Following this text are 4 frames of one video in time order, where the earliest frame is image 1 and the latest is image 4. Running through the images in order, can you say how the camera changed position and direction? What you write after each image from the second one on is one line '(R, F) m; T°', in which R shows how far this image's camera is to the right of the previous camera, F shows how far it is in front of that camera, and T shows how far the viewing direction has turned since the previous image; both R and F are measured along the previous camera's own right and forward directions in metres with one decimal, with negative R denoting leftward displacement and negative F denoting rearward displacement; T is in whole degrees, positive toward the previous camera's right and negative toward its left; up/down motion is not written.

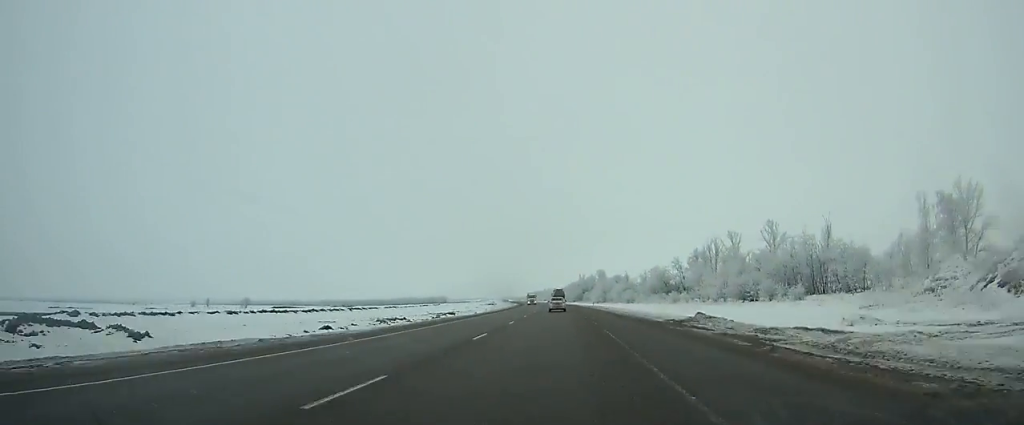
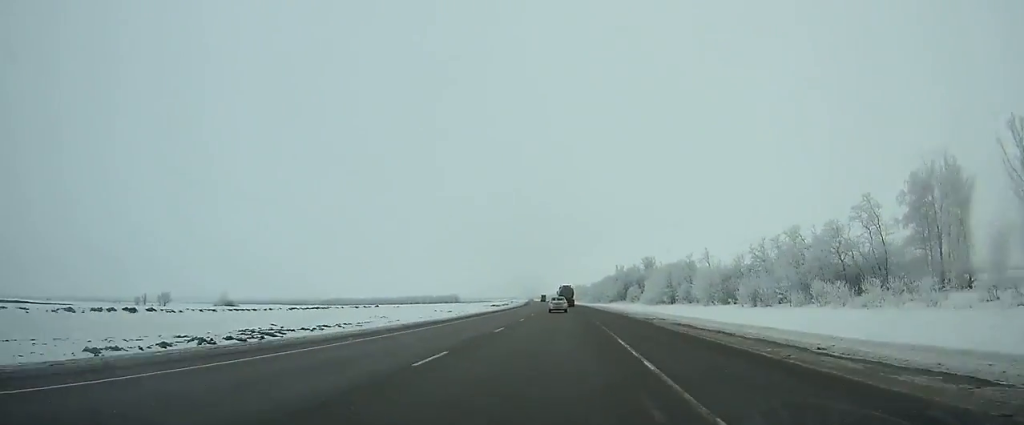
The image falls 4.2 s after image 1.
(-2.6, +113.3) m; -3°
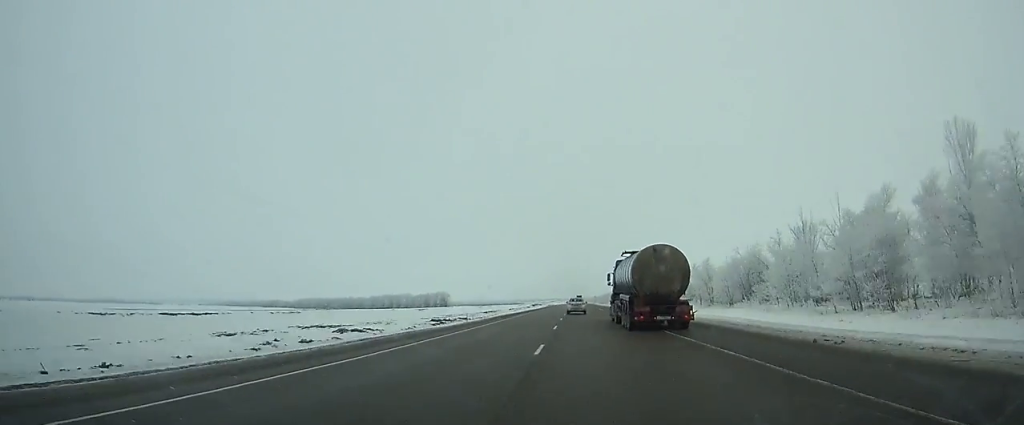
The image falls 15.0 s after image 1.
(-14.1, +304.6) m; -4°
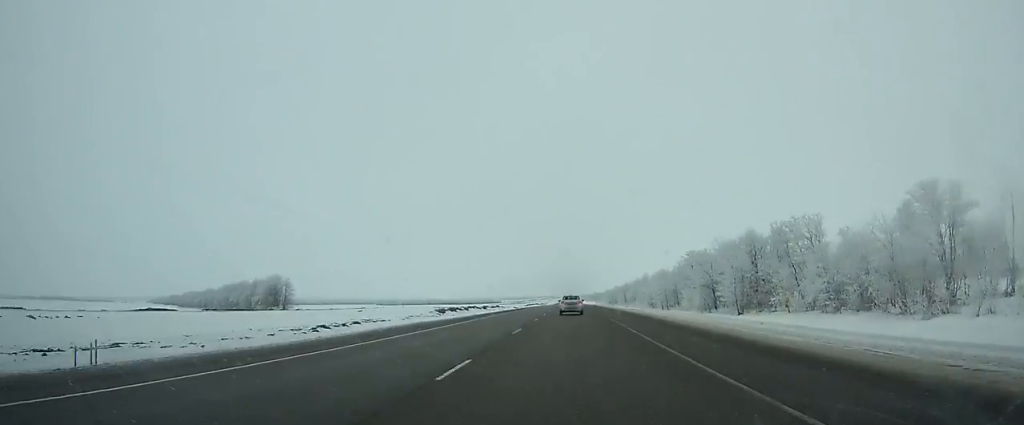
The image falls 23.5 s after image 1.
(+1.3, +249.1) m; 0°
